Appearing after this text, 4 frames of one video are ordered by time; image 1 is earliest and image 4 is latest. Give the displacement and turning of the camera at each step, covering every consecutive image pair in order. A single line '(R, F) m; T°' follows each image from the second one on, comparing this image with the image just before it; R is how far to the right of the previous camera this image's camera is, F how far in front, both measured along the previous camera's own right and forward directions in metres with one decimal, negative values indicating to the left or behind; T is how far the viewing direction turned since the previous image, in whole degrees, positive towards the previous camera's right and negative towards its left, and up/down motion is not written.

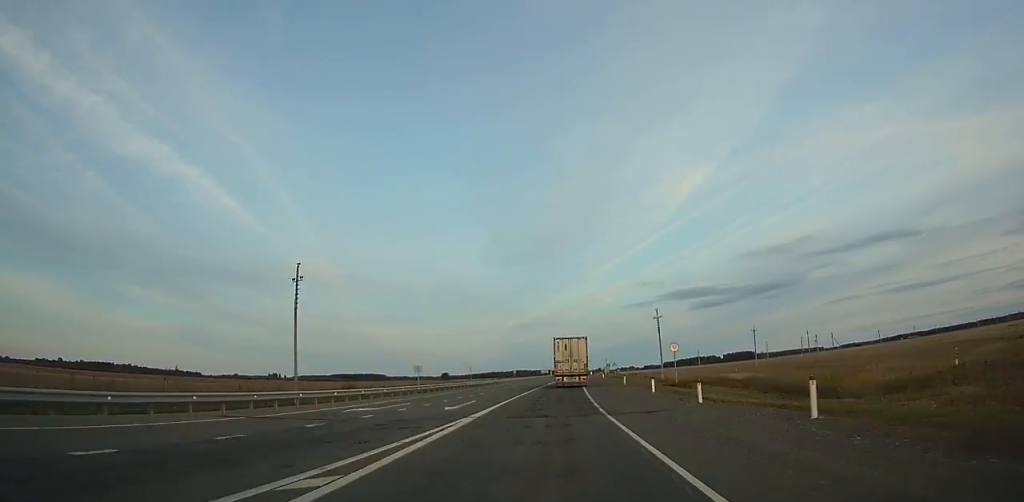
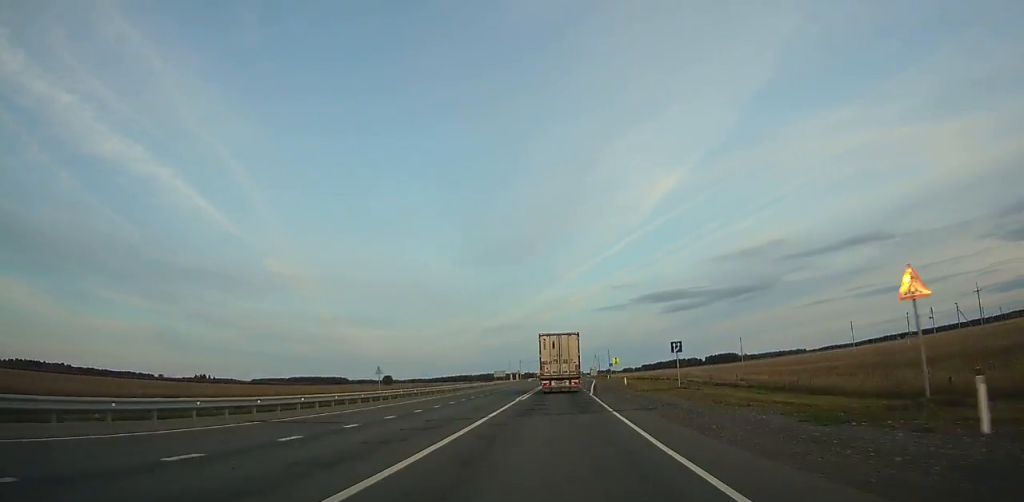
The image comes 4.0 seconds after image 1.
(+1.3, +94.3) m; +2°
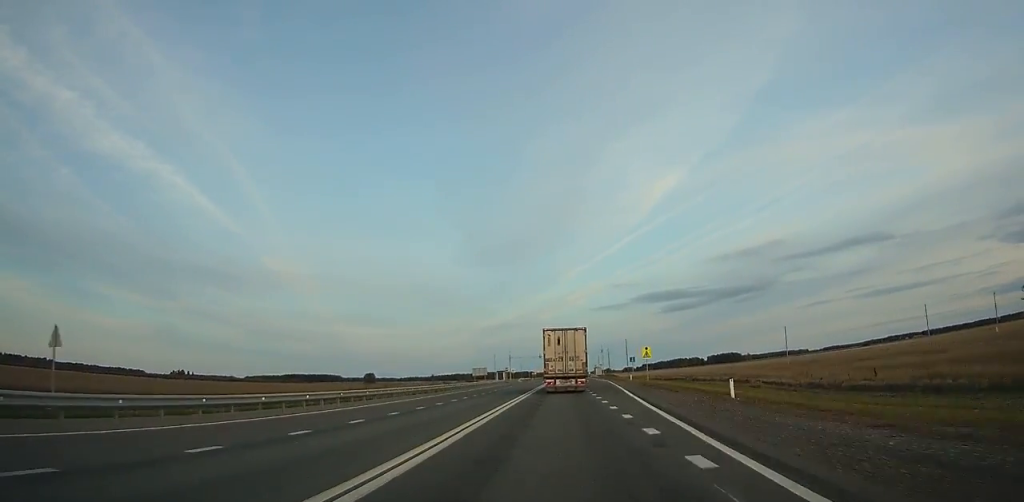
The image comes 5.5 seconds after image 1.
(+0.2, +35.2) m; 0°
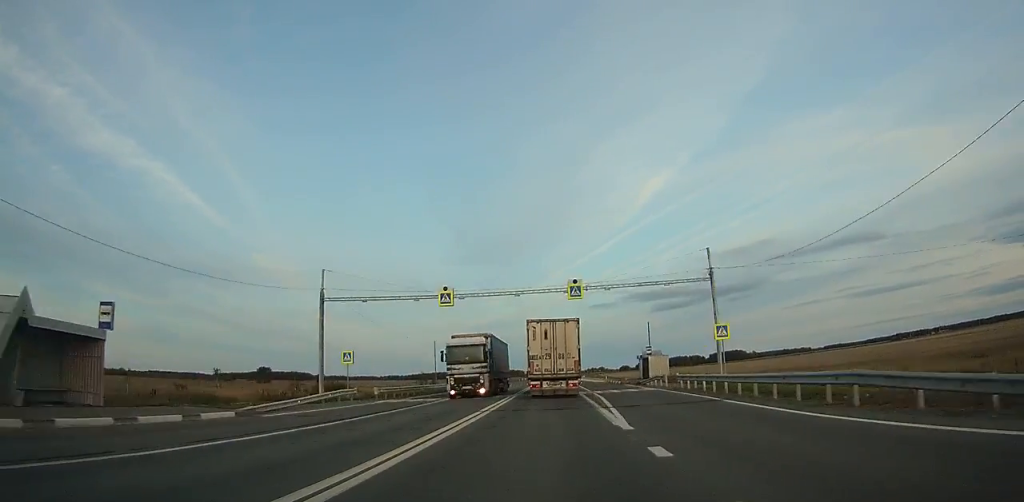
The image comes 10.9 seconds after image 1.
(+0.8, +125.0) m; 0°
